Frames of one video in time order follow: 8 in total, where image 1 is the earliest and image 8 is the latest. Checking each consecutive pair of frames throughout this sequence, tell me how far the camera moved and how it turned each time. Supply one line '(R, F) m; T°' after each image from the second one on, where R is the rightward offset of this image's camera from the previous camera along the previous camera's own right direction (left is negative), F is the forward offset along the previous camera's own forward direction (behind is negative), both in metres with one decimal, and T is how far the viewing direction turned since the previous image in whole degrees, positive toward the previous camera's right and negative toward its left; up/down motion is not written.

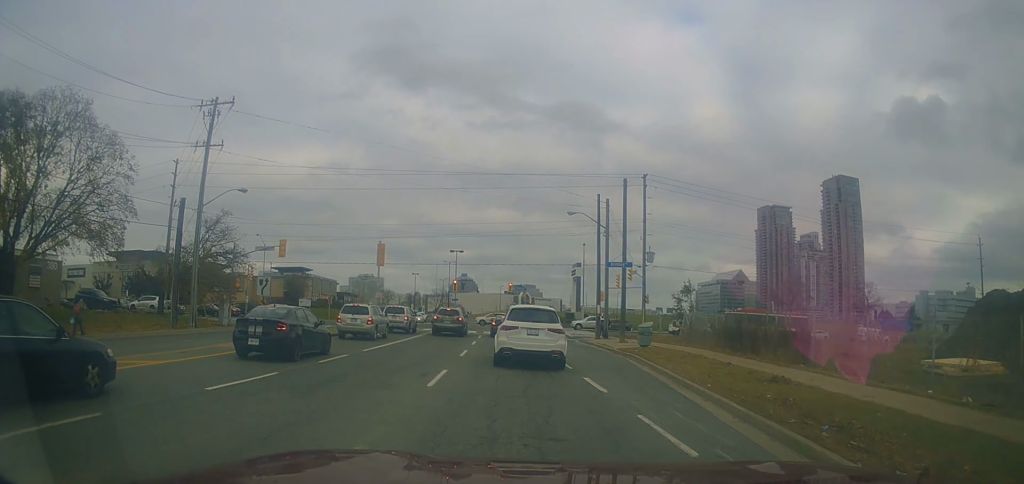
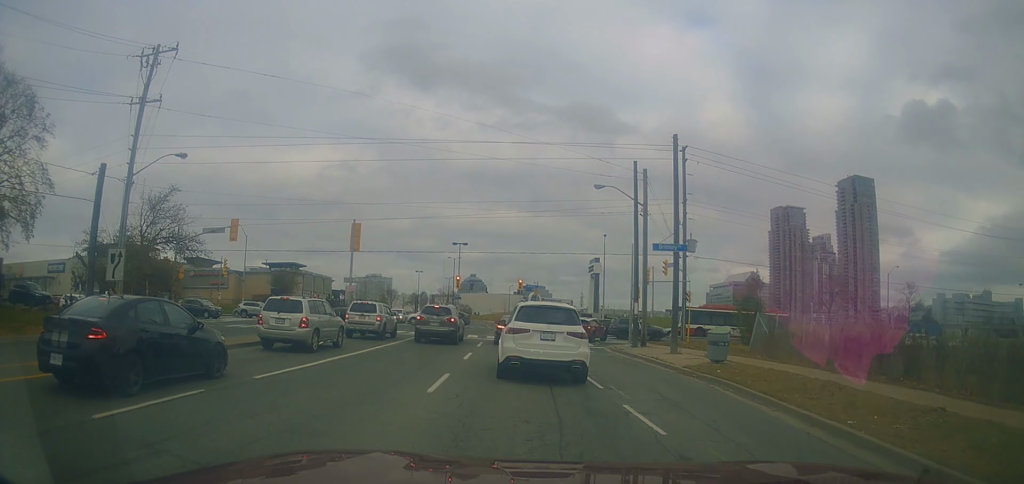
(-0.3, +10.1) m; 0°
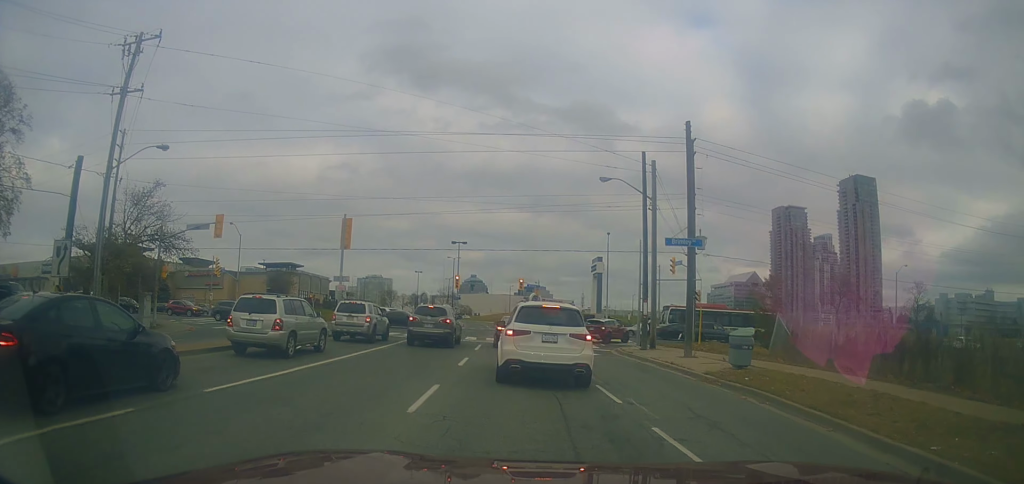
(-0.1, +2.2) m; +2°
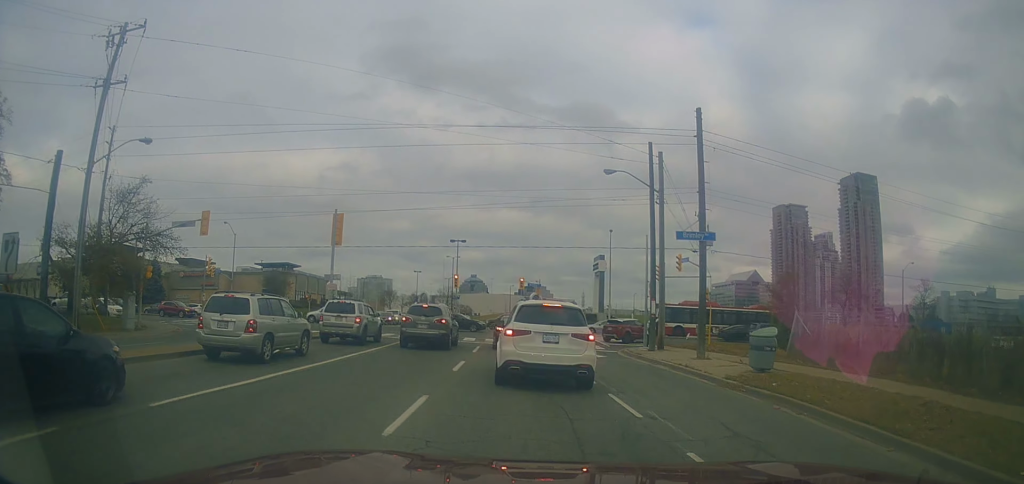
(+0.3, +1.6) m; +2°
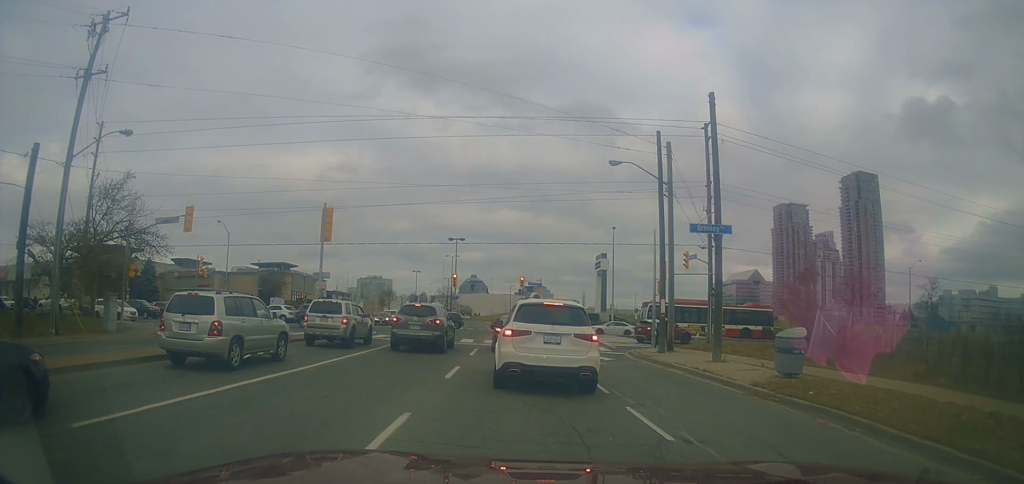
(+0.2, +1.9) m; +1°
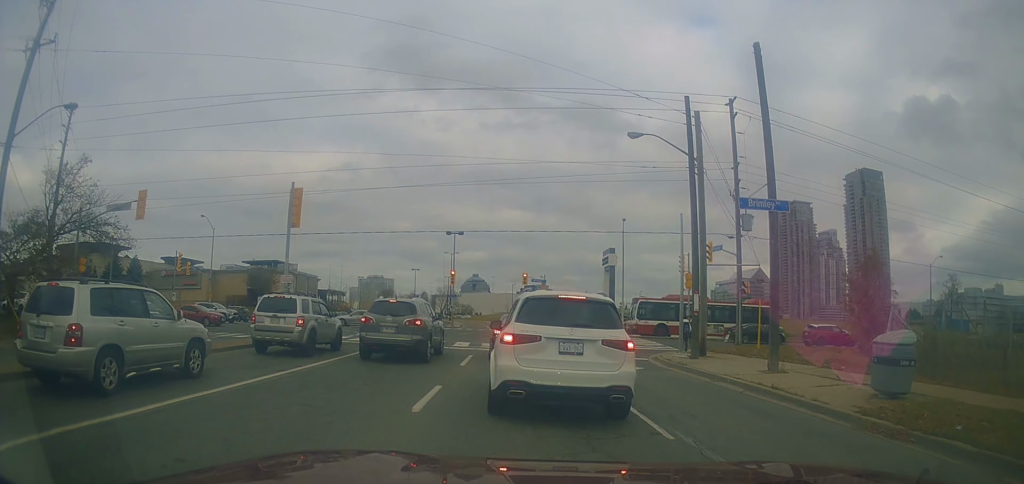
(-0.7, +5.0) m; -4°
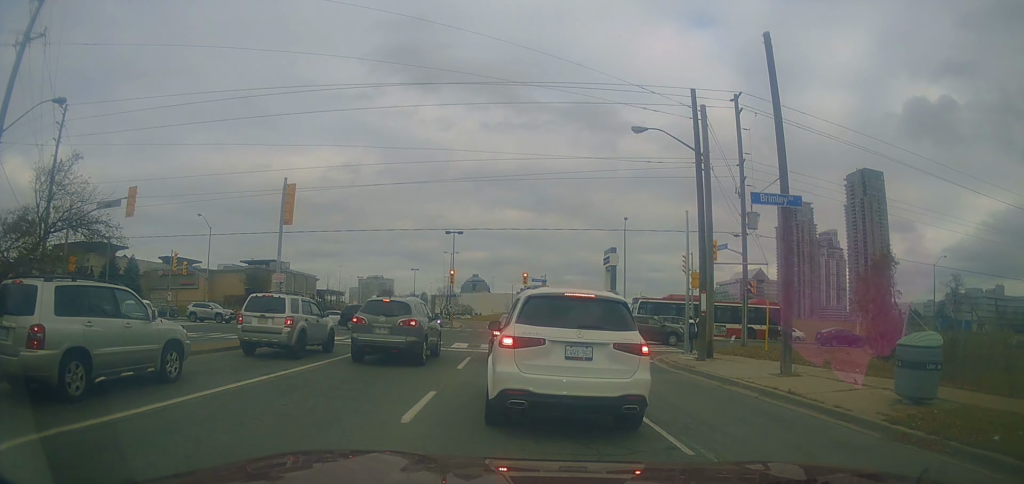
(+0.1, +1.1) m; +1°
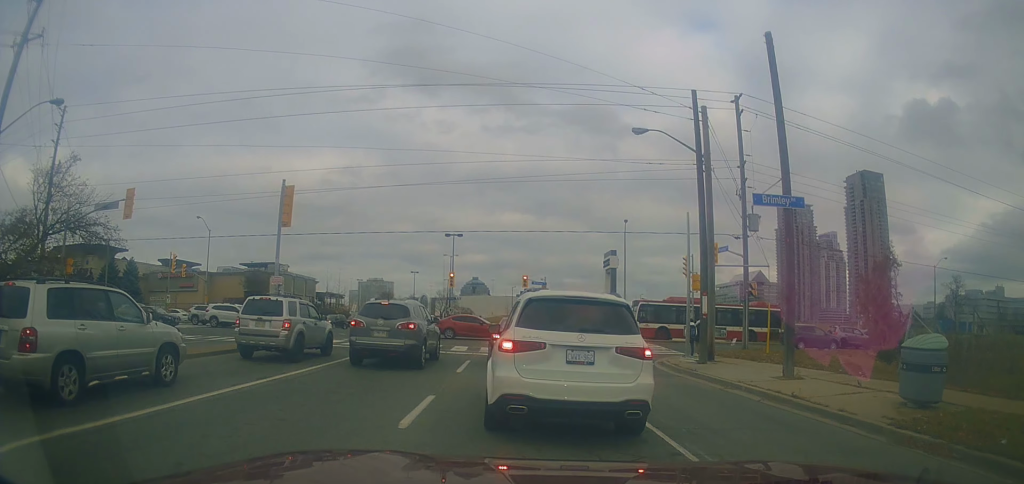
(+0.2, +0.7) m; 0°
